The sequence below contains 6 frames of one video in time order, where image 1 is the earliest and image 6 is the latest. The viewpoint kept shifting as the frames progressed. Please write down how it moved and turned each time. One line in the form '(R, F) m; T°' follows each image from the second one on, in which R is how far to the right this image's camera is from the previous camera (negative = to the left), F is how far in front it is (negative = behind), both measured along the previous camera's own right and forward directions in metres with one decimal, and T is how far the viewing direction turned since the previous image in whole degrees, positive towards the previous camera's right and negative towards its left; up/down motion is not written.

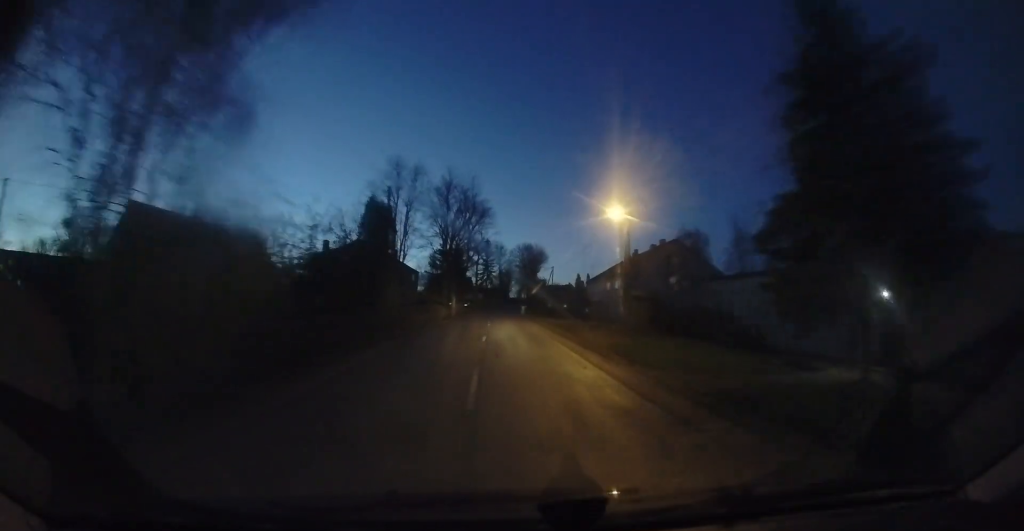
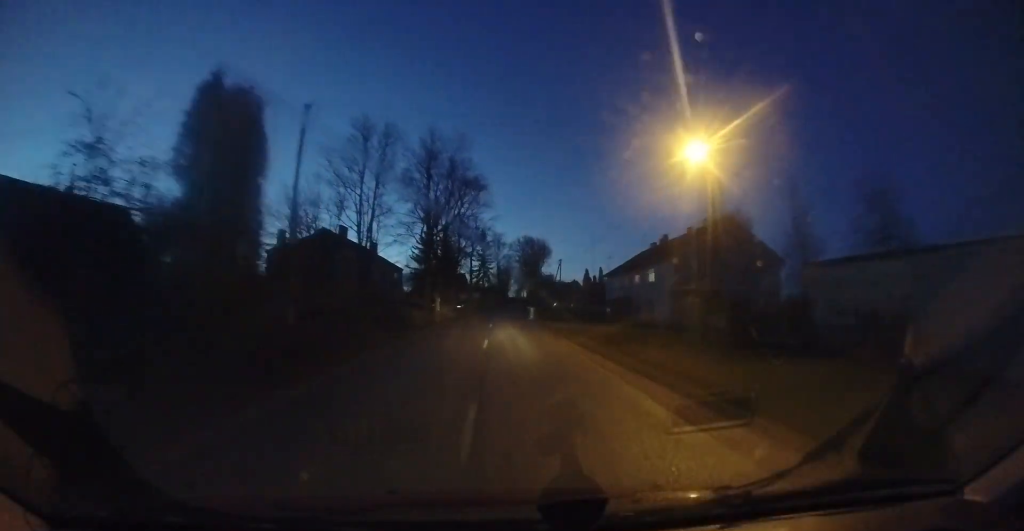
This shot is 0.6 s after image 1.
(-0.1, +9.9) m; 0°
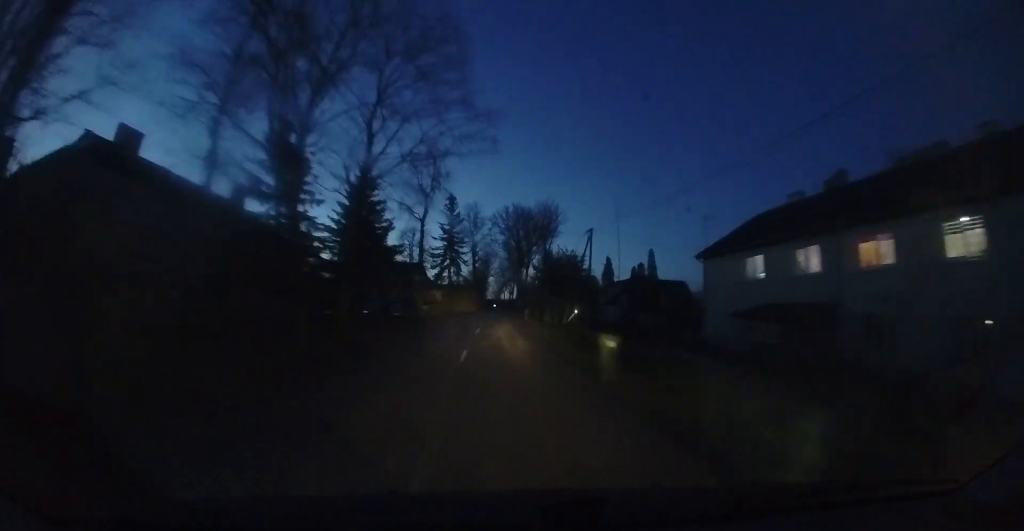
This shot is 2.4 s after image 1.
(+0.7, +26.5) m; +2°
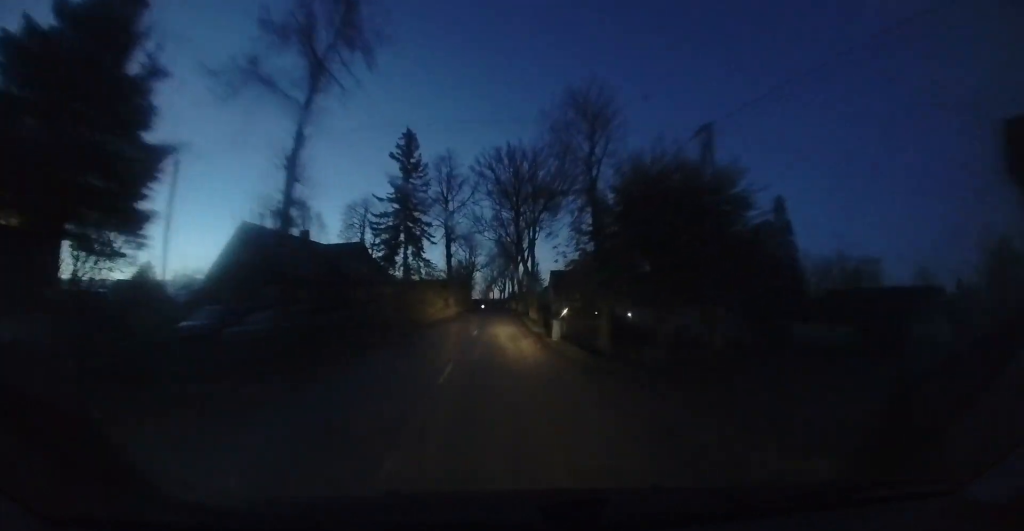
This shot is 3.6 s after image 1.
(+0.1, +18.4) m; +2°
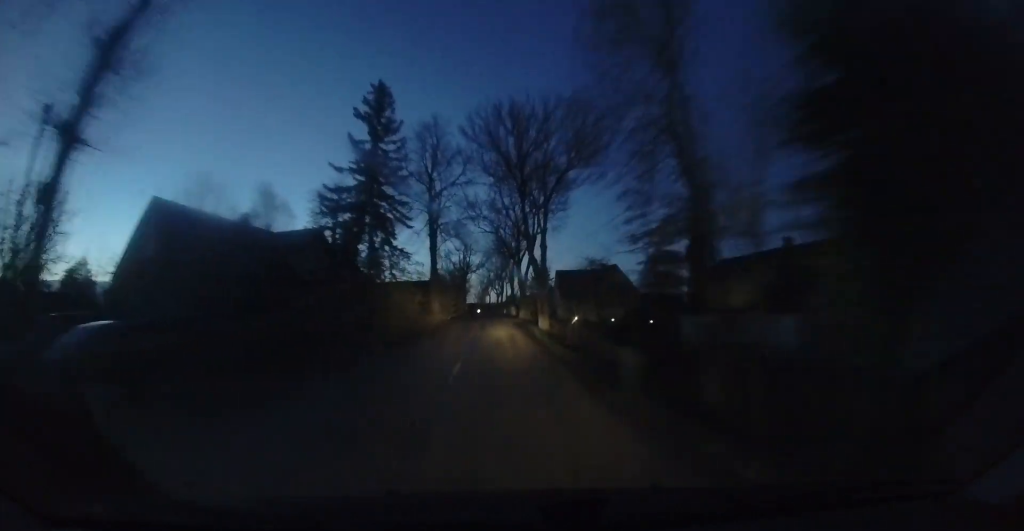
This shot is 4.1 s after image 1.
(+0.1, +7.4) m; +2°
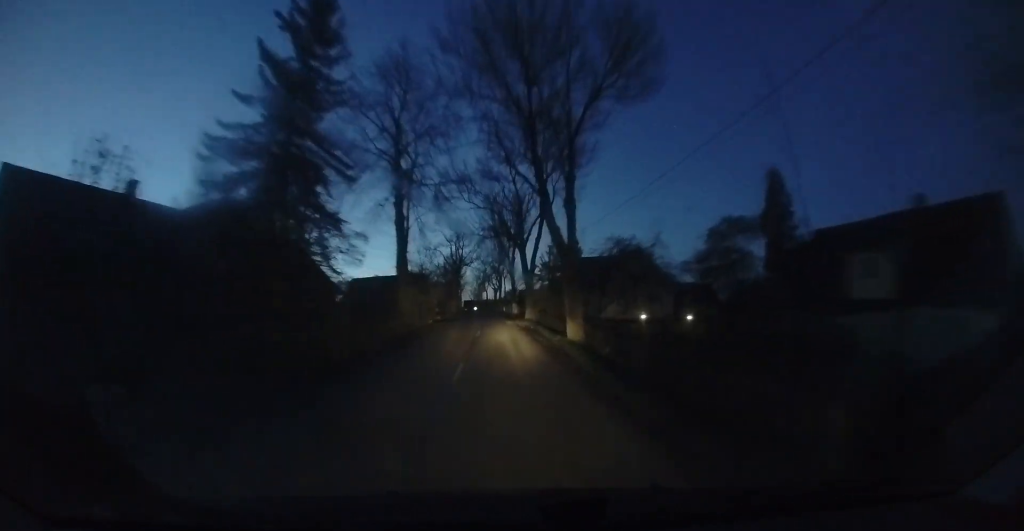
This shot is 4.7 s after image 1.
(+0.1, +8.3) m; +1°
